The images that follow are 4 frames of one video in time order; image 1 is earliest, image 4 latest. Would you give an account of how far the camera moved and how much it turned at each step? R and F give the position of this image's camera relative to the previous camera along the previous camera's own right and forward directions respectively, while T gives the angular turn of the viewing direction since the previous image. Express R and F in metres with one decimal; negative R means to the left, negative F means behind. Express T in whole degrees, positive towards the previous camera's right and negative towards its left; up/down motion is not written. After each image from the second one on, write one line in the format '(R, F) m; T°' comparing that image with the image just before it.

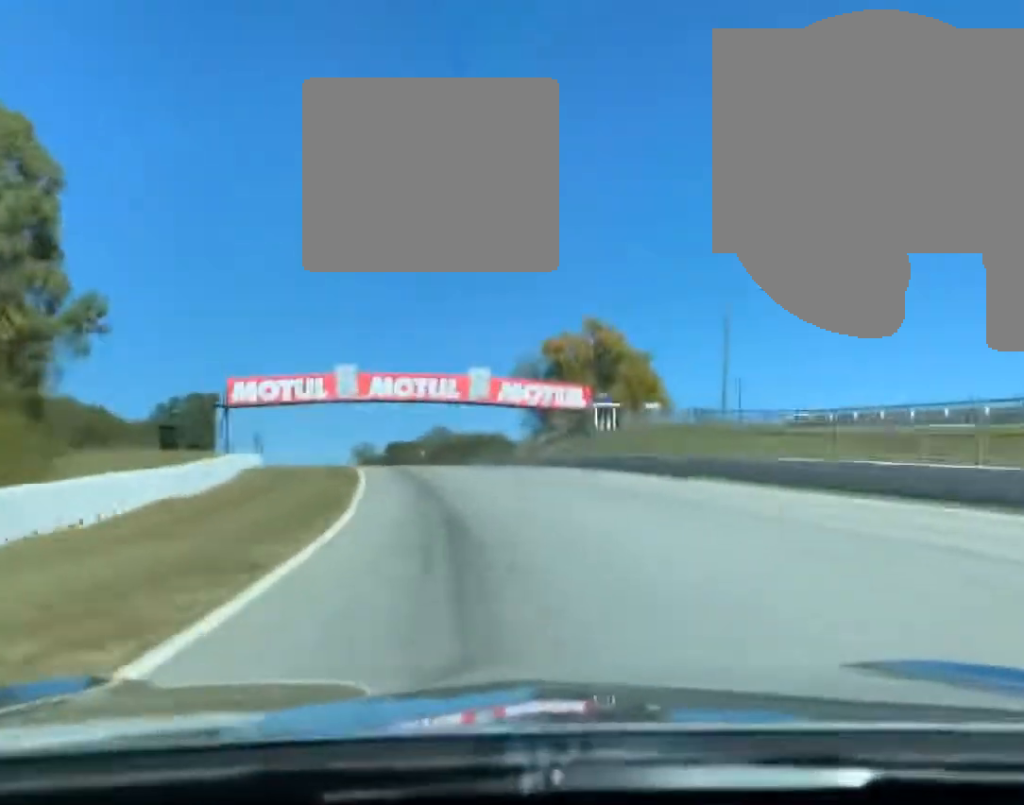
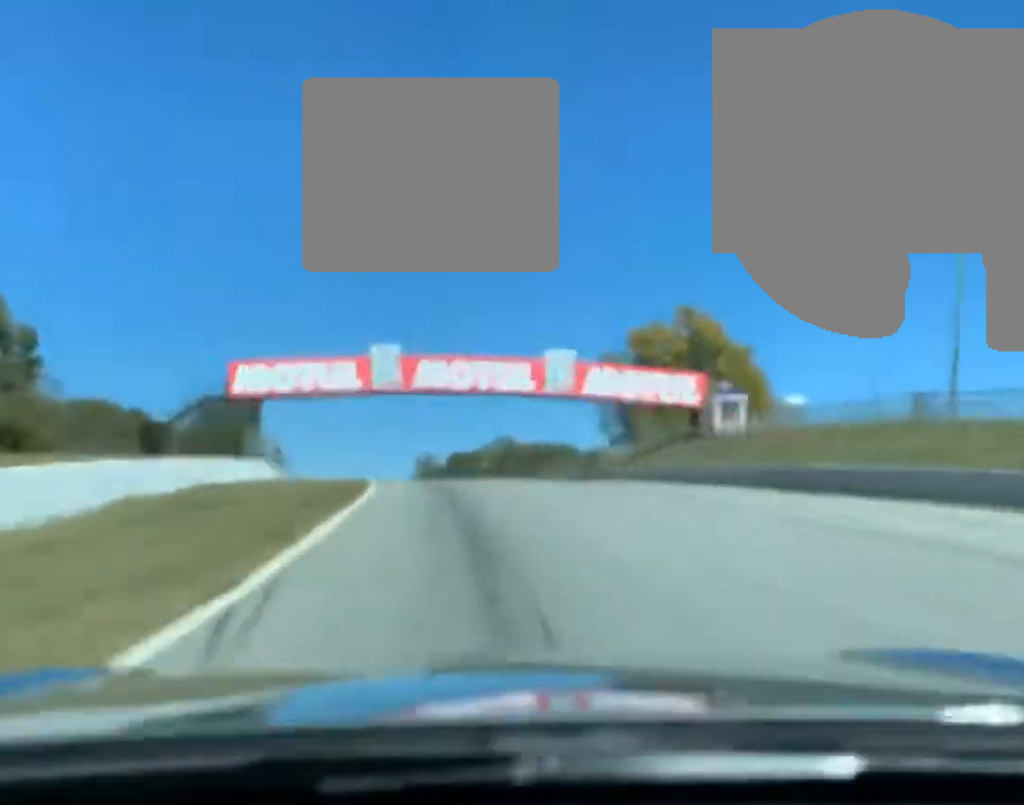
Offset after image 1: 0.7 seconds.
(-1.0, +32.9) m; -2°
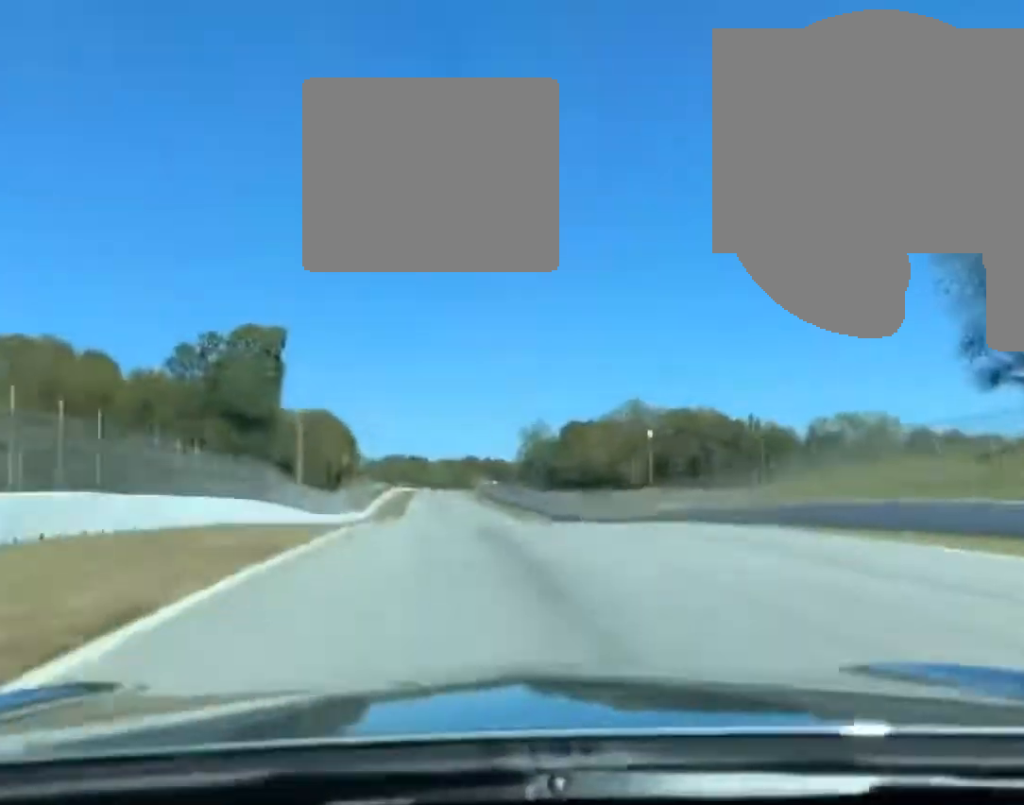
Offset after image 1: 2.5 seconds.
(-5.2, +96.1) m; -5°
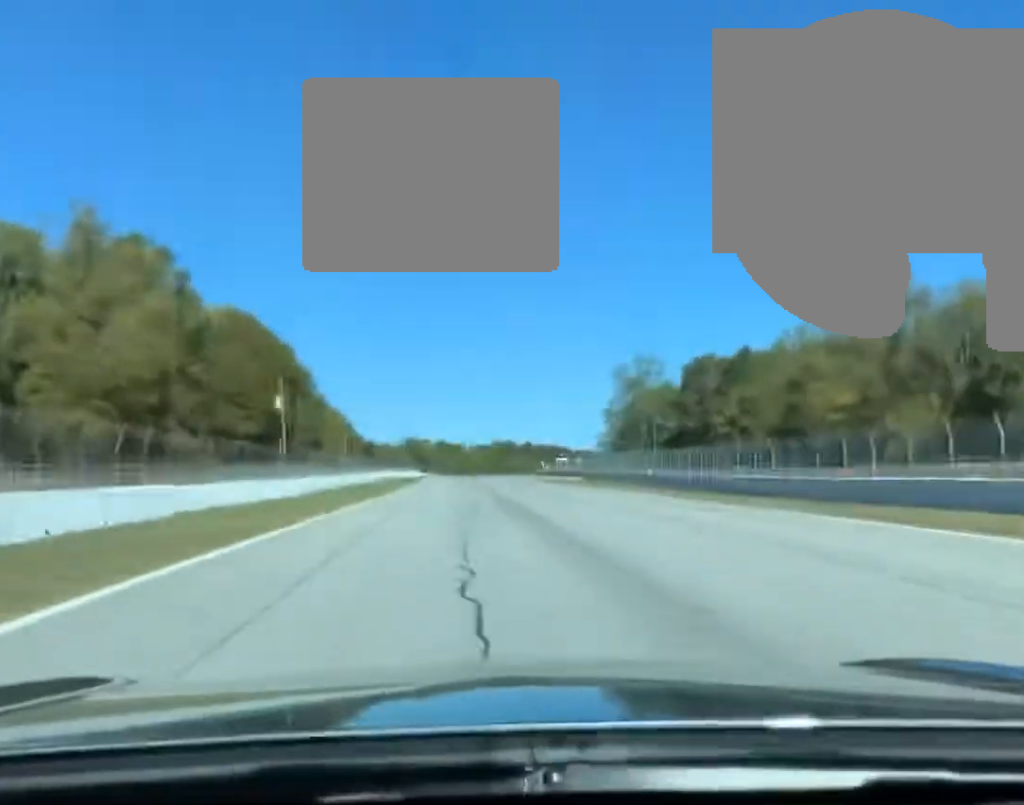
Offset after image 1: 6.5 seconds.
(-4.4, +221.8) m; -1°
